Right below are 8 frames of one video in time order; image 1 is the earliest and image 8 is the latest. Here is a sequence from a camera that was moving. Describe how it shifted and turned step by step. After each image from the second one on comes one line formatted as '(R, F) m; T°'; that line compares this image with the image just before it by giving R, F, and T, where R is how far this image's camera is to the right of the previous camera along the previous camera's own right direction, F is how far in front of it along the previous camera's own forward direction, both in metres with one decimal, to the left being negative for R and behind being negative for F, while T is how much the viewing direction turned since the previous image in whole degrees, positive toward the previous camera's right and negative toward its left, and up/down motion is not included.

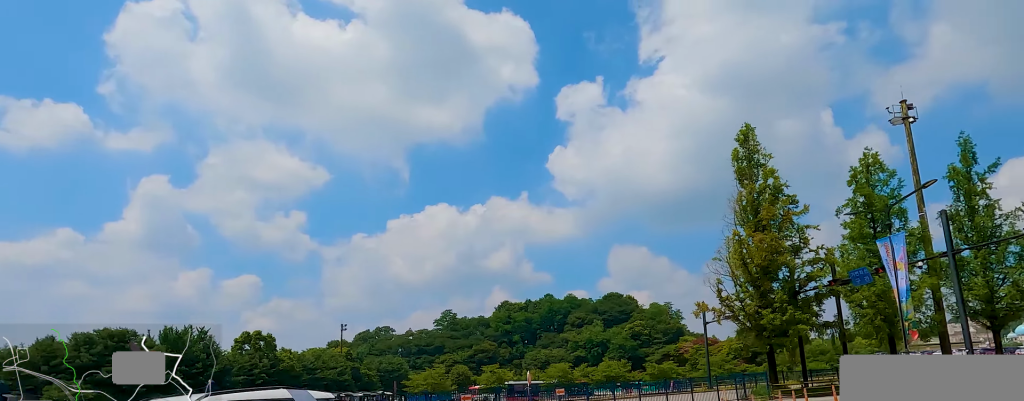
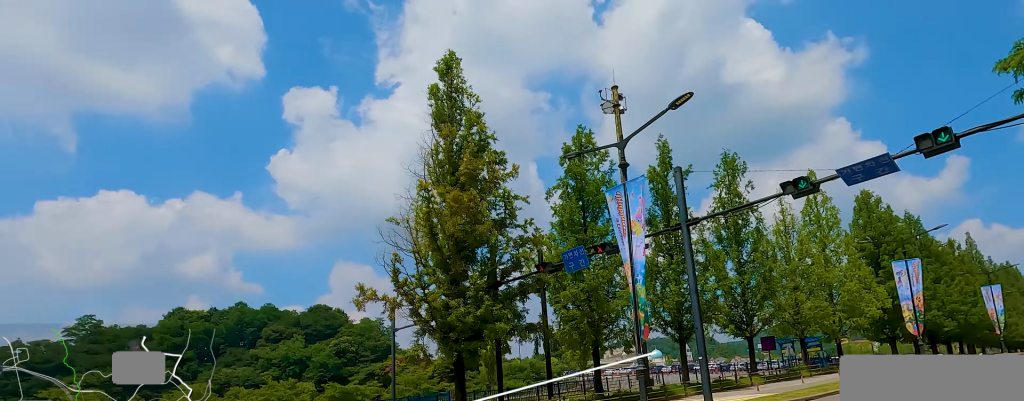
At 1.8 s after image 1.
(+5.1, +11.5) m; +43°
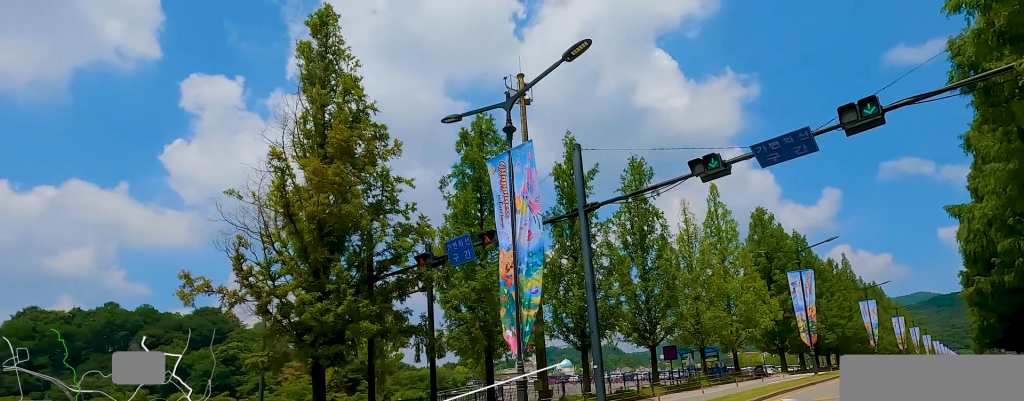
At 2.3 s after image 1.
(0.0, +3.4) m; +7°
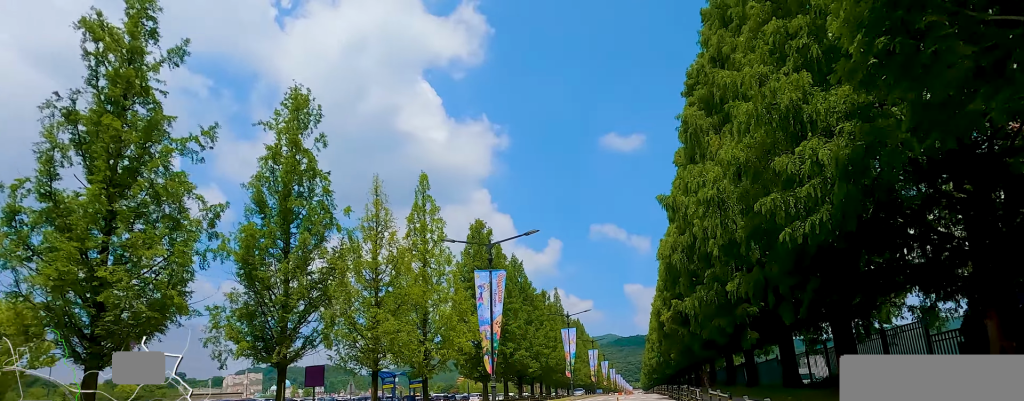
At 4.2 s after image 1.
(+2.8, +15.2) m; +16°
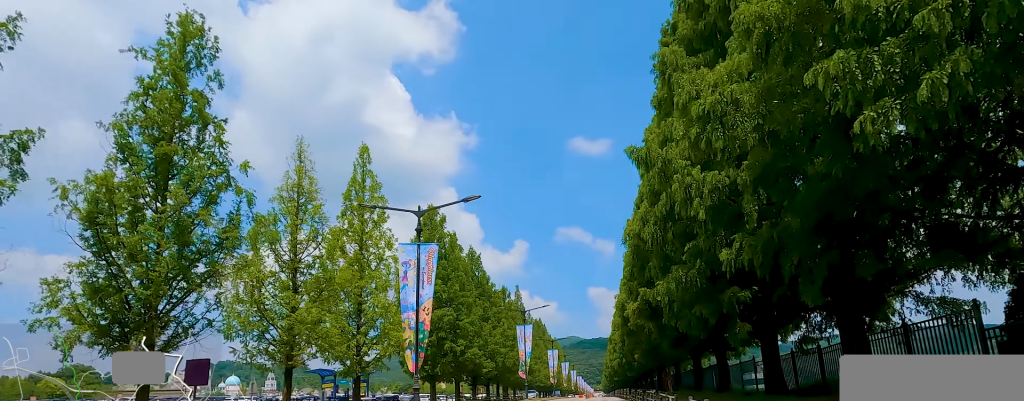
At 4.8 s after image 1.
(+0.3, +5.7) m; -2°
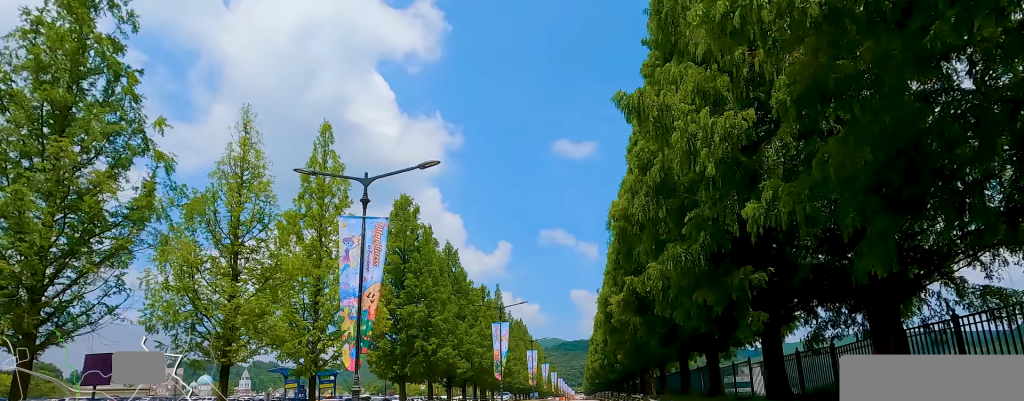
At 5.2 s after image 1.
(+0.5, +3.6) m; -3°
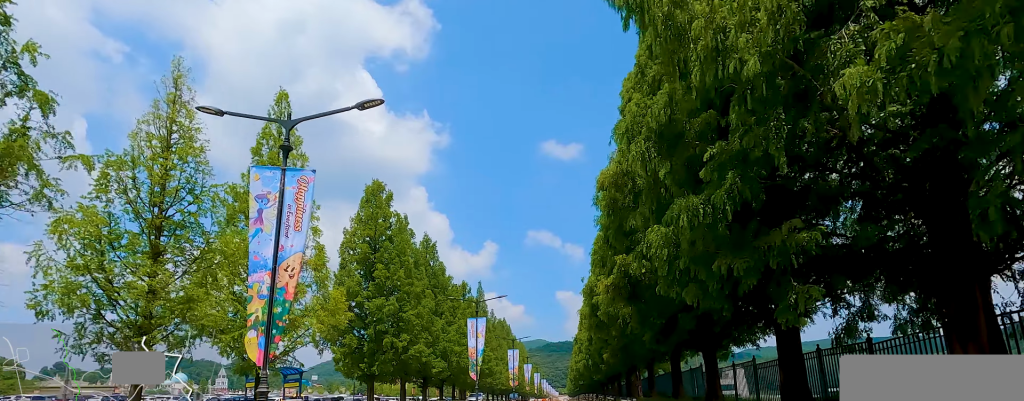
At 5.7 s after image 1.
(-0.4, +4.1) m; -1°
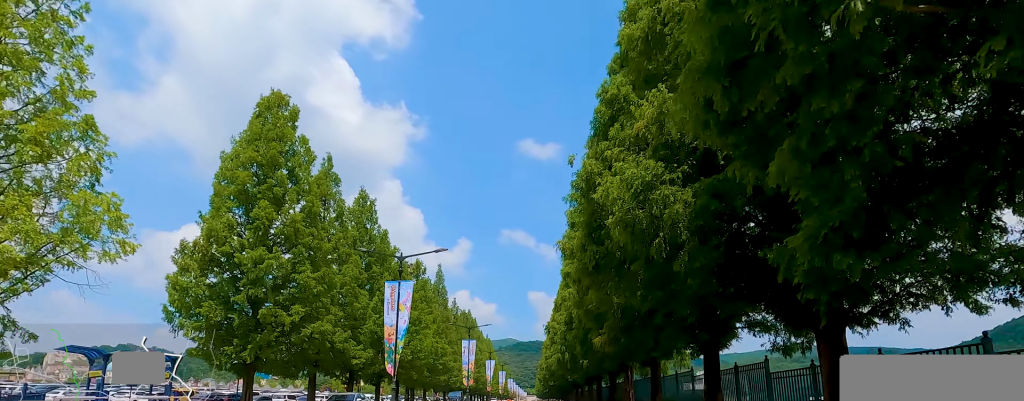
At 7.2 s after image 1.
(+0.4, +15.3) m; 0°
